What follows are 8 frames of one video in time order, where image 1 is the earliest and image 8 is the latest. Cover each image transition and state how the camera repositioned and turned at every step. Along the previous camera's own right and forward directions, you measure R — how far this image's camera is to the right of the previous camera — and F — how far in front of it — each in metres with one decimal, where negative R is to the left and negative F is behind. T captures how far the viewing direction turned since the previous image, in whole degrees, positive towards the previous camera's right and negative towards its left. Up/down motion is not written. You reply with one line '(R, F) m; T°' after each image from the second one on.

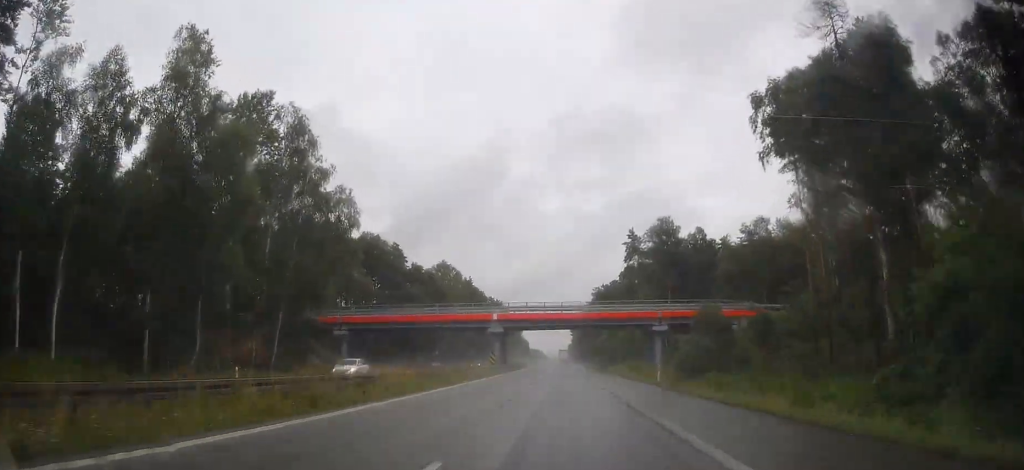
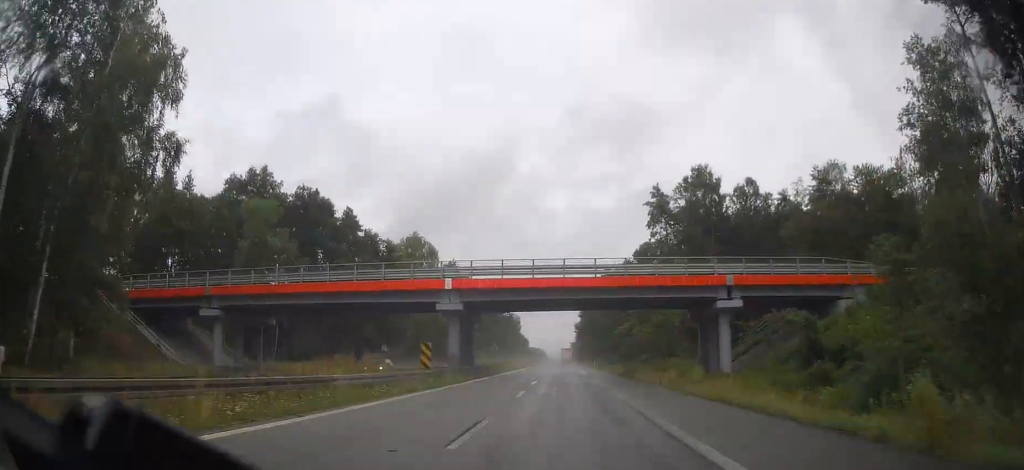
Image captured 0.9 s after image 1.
(+0.4, +28.6) m; 0°
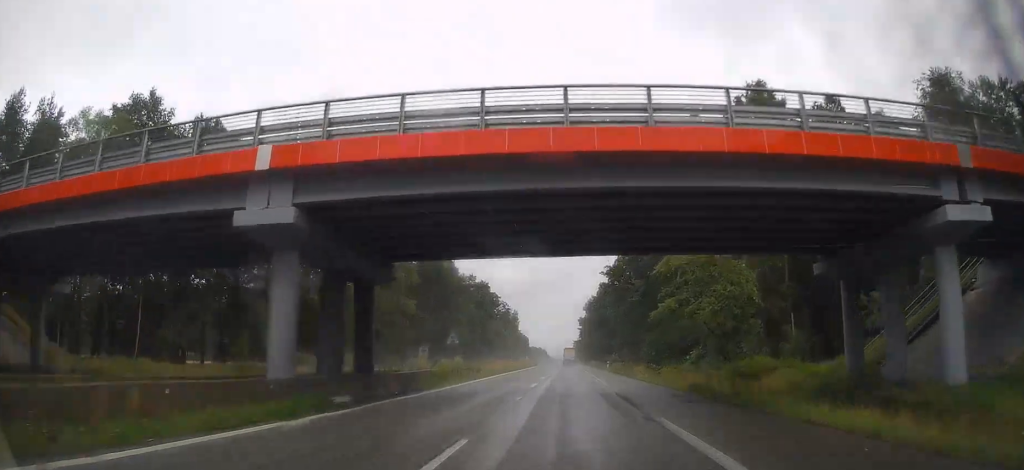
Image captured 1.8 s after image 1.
(-0.4, +26.6) m; 0°
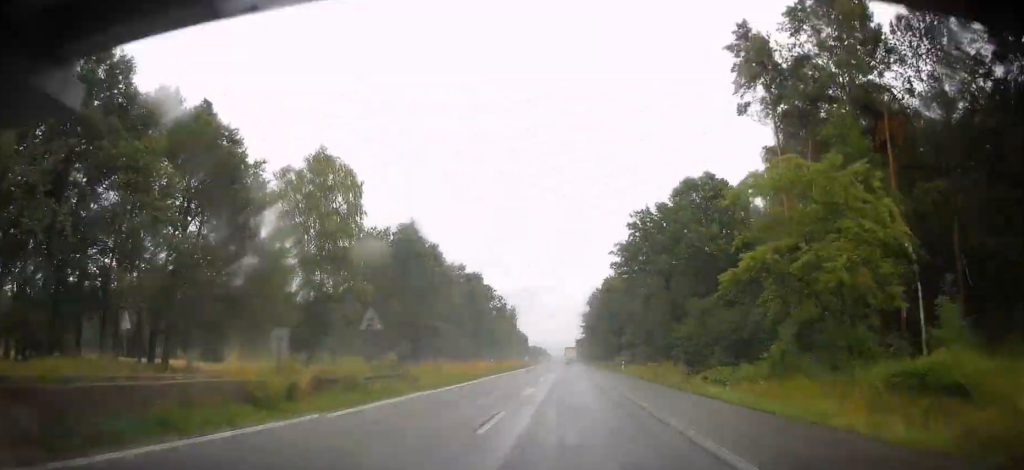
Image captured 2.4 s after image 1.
(+0.2, +18.3) m; 0°
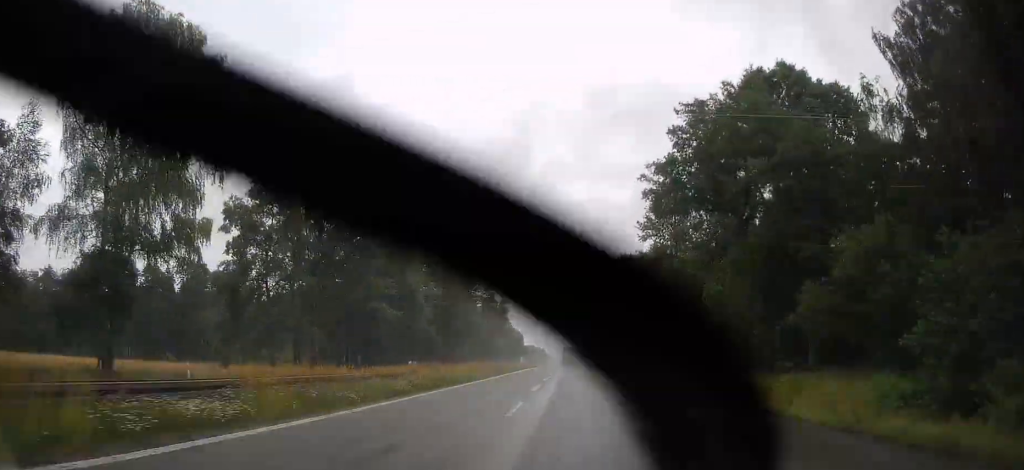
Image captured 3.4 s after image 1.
(+0.2, +31.5) m; 0°
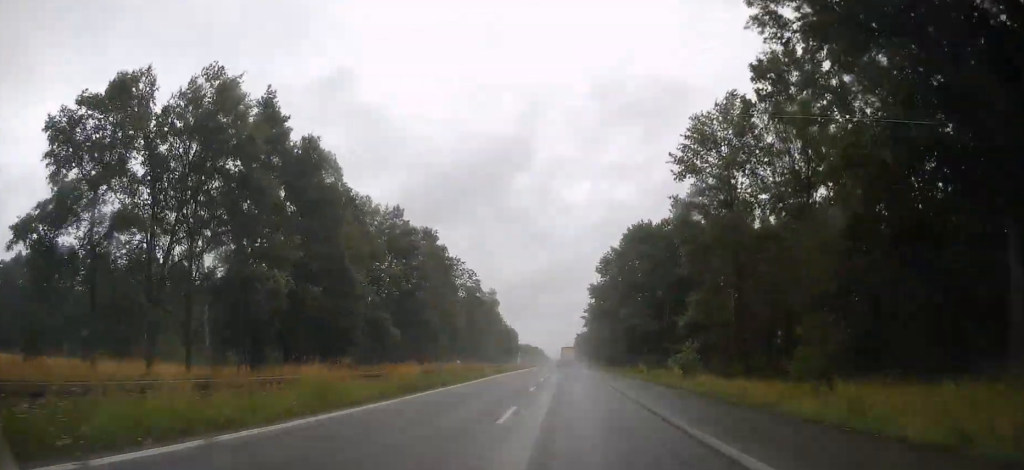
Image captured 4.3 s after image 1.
(0.0, +25.2) m; 0°
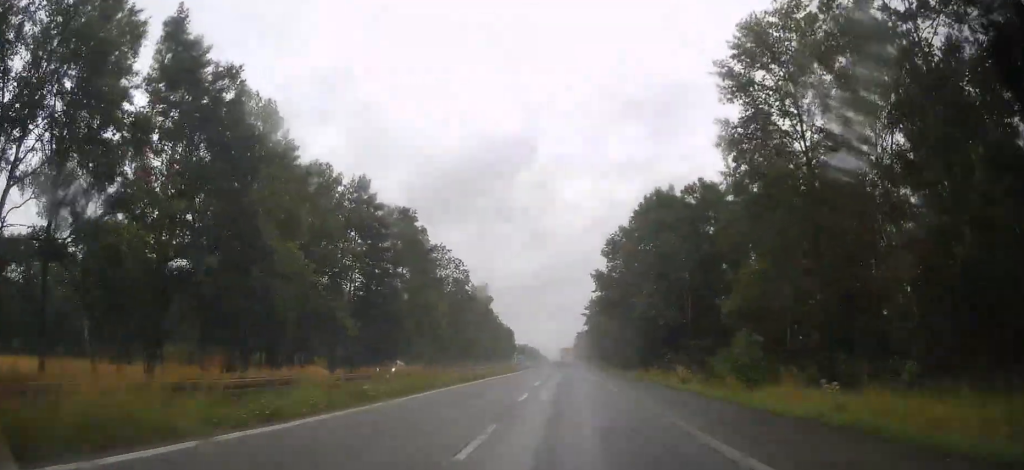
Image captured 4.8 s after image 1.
(0.0, +16.1) m; 0°
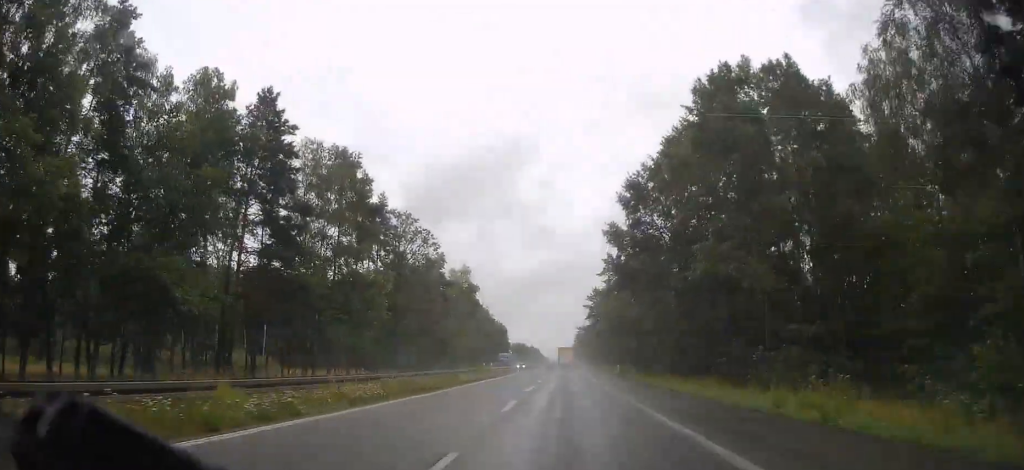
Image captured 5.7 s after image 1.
(0.0, +27.0) m; -1°
